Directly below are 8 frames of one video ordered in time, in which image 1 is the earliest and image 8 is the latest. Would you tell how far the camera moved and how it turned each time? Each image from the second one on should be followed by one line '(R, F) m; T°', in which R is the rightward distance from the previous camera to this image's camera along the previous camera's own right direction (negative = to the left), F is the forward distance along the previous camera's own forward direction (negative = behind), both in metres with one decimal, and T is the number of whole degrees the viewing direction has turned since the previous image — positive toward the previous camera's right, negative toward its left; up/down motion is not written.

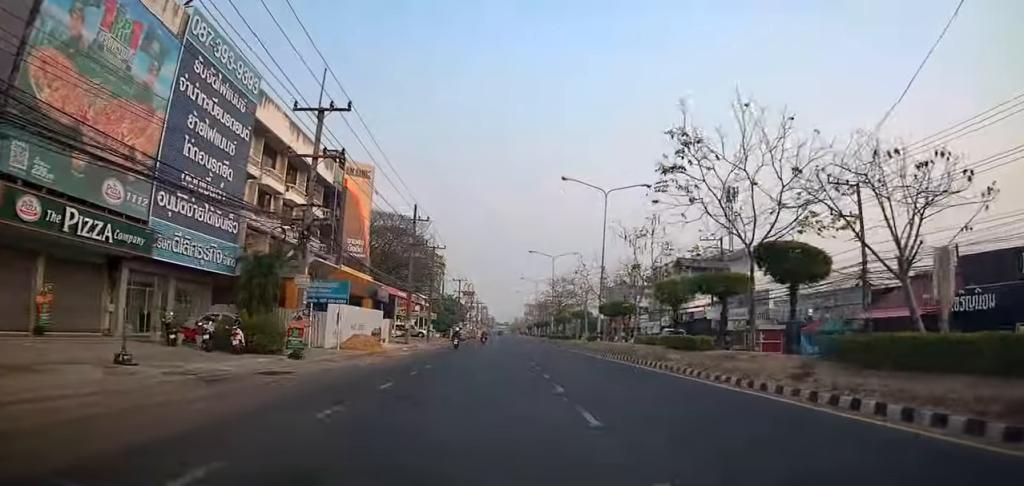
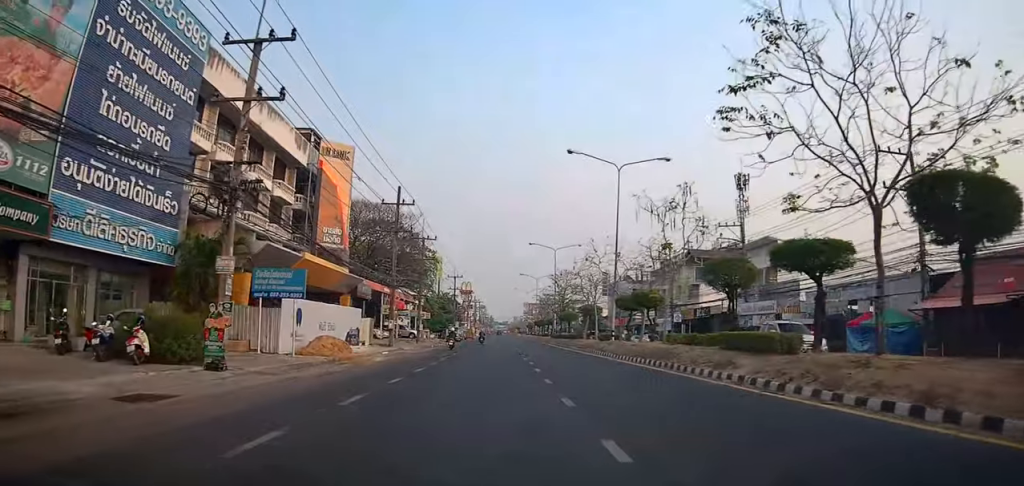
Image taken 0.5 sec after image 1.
(-0.4, +6.3) m; 0°
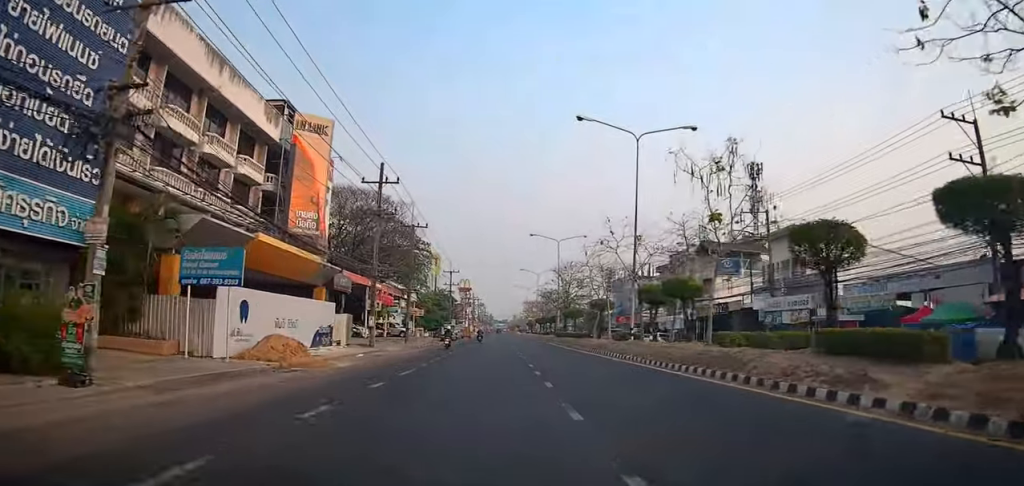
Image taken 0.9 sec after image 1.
(-0.3, +5.9) m; 0°
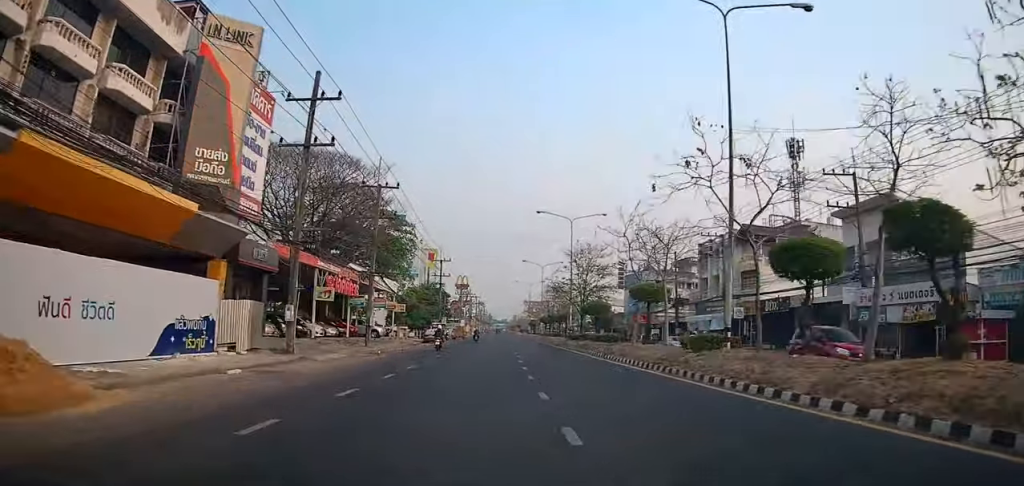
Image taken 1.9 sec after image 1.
(+0.6, +13.7) m; 0°
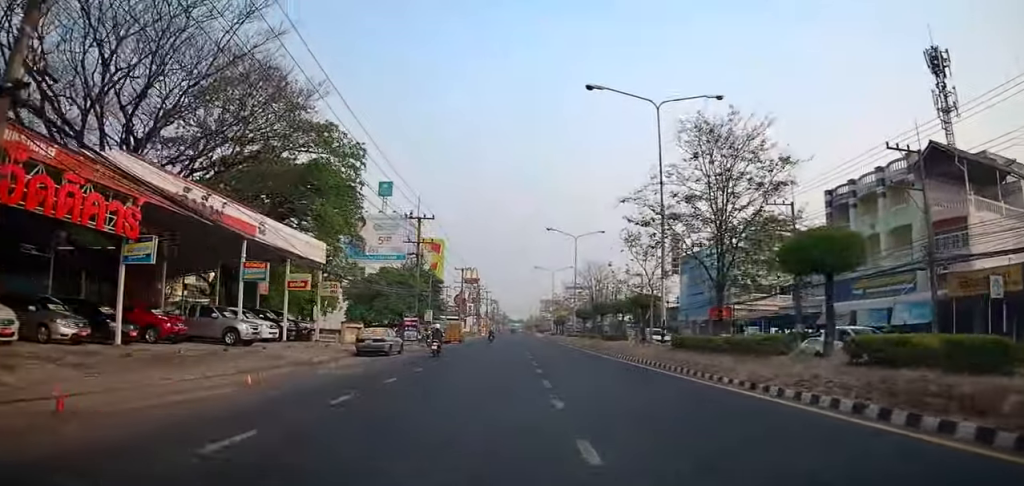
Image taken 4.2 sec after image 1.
(+0.1, +29.2) m; +3°
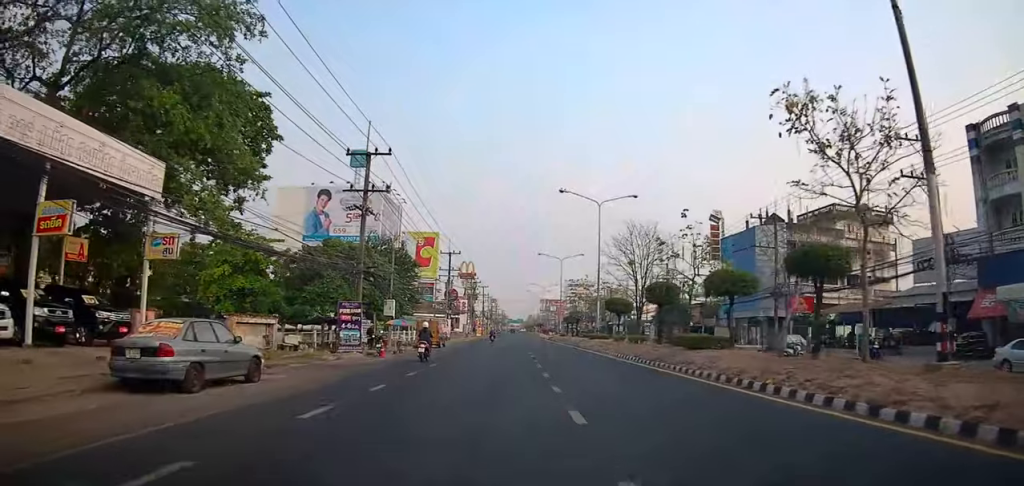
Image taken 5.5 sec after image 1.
(0.0, +17.5) m; -3°
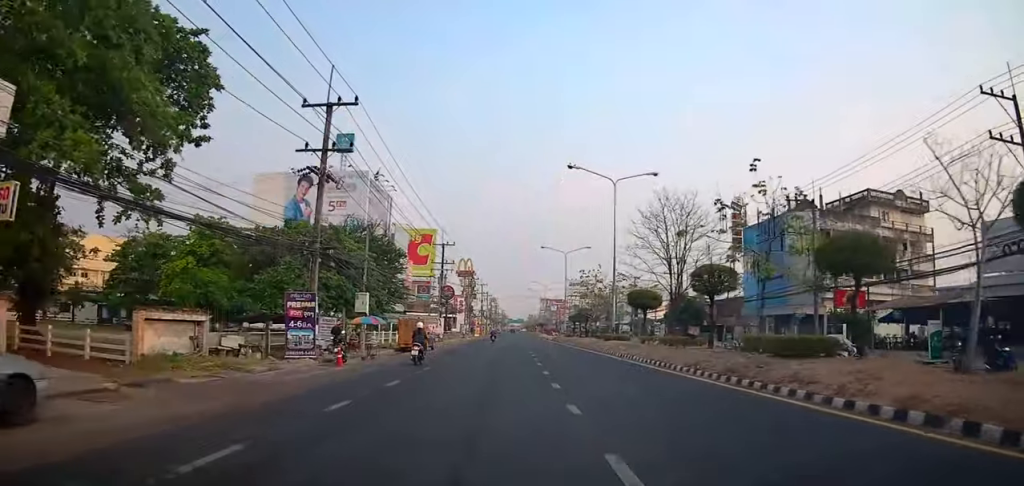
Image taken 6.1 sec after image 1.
(-0.1, +7.0) m; -1°
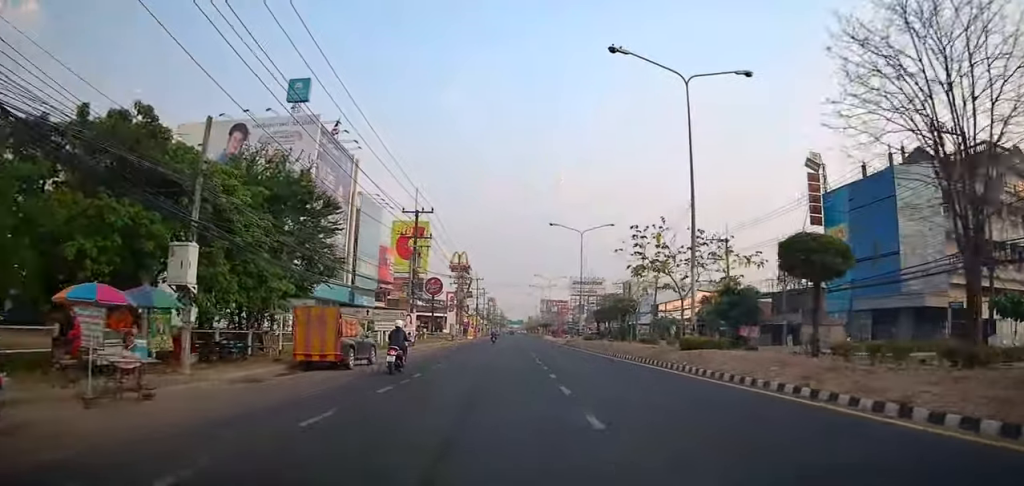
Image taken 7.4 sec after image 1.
(-0.1, +17.6) m; +2°
